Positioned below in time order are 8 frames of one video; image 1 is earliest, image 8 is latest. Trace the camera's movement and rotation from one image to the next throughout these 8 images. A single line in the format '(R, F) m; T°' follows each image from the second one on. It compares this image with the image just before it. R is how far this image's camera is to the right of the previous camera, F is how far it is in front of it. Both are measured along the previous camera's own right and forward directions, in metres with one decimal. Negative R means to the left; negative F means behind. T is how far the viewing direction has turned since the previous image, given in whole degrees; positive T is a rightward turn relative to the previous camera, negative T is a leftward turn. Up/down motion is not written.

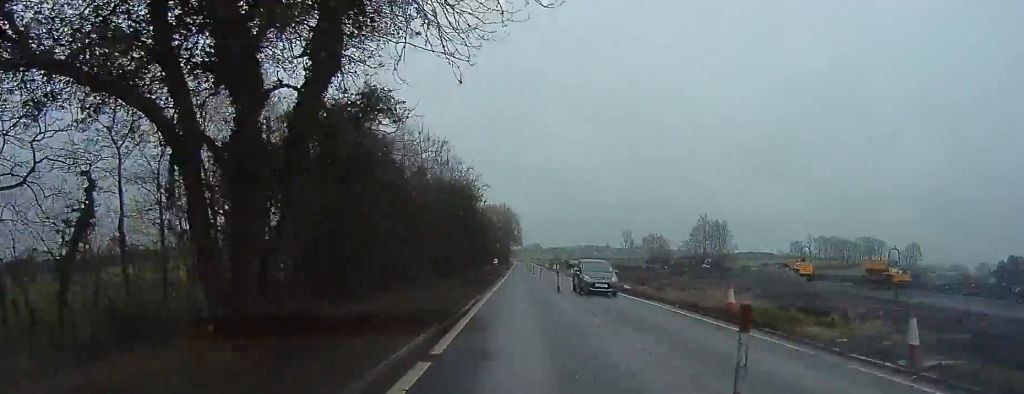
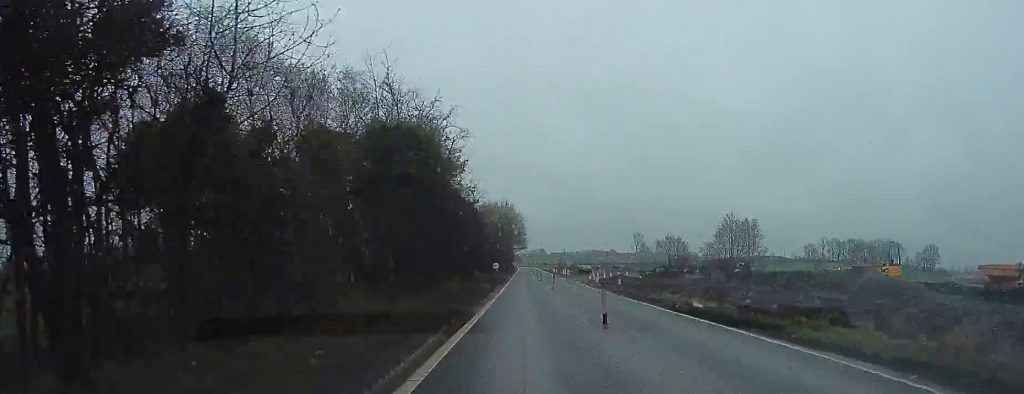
(-0.2, +12.4) m; 0°
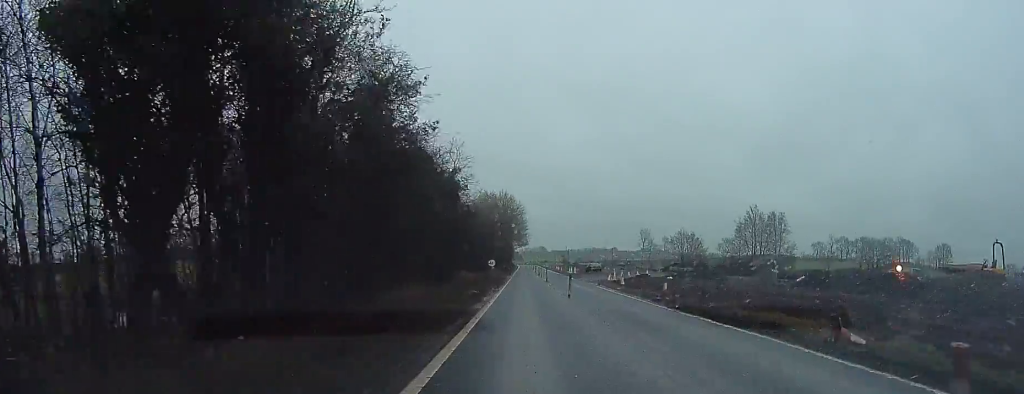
(0.0, +10.1) m; +1°
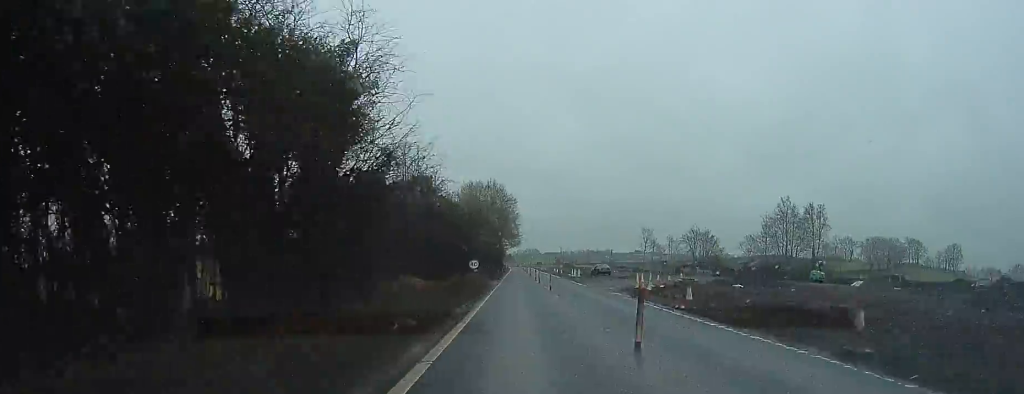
(+0.3, +14.2) m; 0°
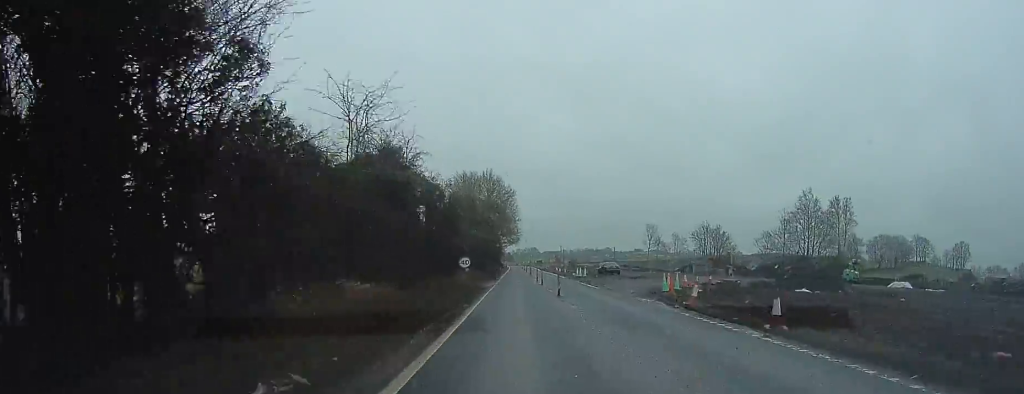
(-0.1, +6.6) m; -2°
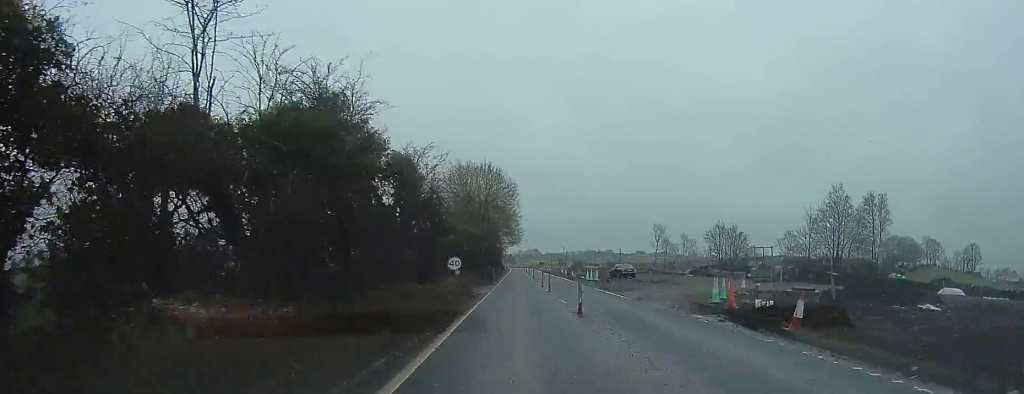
(+0.1, +7.0) m; -2°
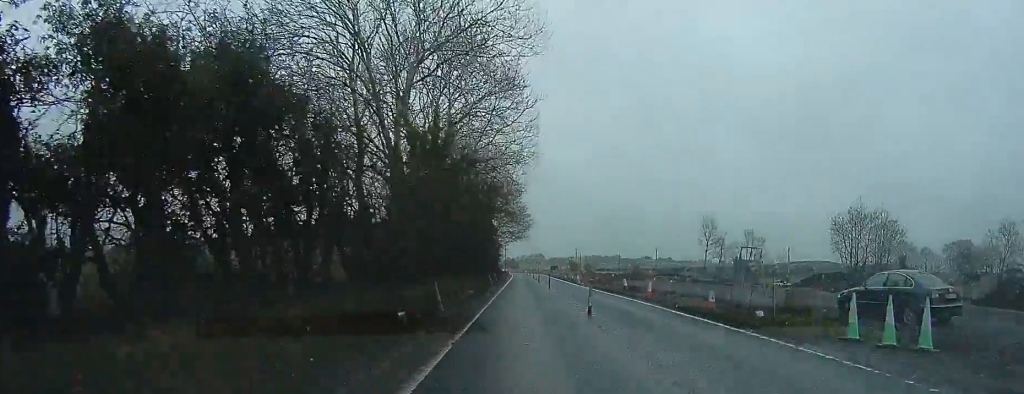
(+1.4, +39.2) m; +2°
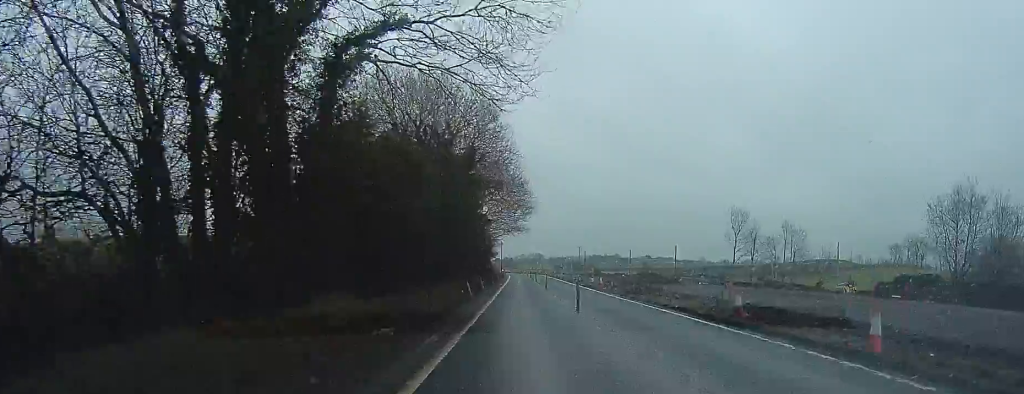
(-0.5, +17.2) m; -1°
